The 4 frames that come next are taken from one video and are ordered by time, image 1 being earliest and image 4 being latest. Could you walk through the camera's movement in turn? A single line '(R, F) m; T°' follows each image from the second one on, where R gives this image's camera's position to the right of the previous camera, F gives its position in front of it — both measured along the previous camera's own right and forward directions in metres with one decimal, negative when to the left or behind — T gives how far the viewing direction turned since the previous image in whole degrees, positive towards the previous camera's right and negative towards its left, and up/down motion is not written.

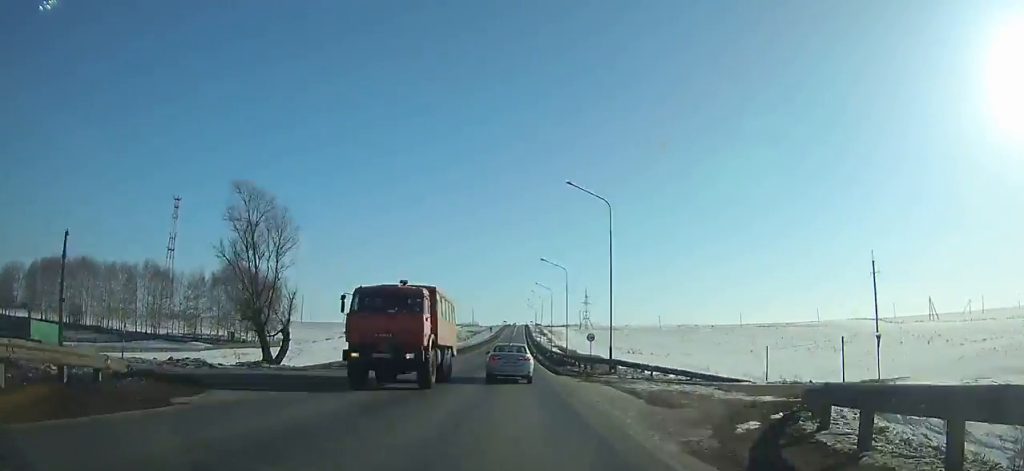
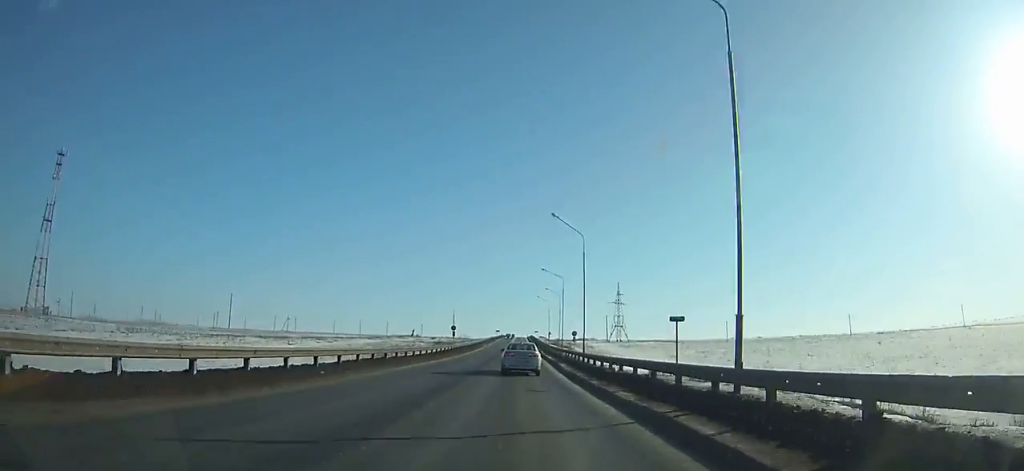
(-0.2, +105.6) m; 0°
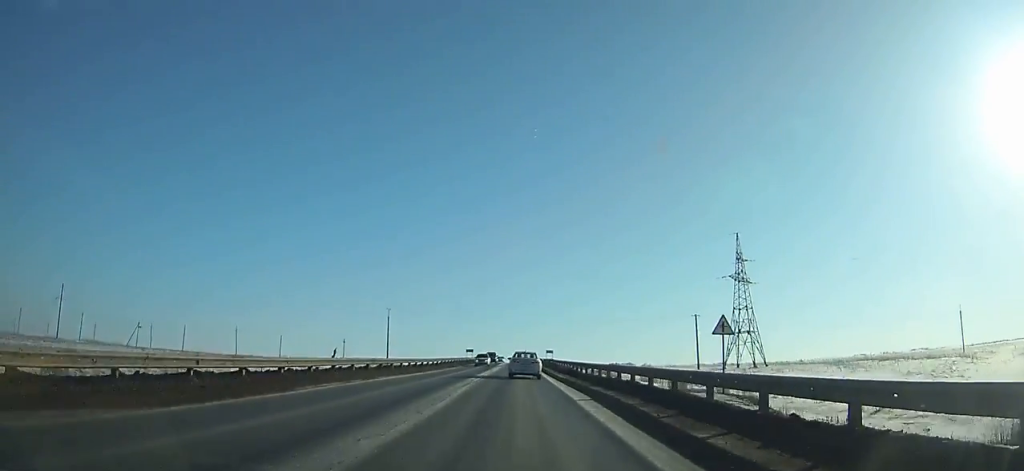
(0.0, +129.3) m; 0°
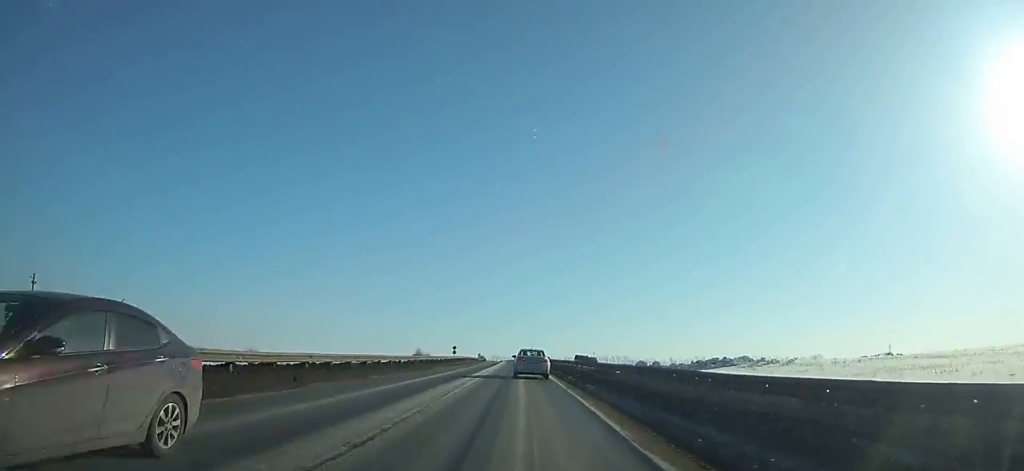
(+0.4, +116.3) m; 0°
